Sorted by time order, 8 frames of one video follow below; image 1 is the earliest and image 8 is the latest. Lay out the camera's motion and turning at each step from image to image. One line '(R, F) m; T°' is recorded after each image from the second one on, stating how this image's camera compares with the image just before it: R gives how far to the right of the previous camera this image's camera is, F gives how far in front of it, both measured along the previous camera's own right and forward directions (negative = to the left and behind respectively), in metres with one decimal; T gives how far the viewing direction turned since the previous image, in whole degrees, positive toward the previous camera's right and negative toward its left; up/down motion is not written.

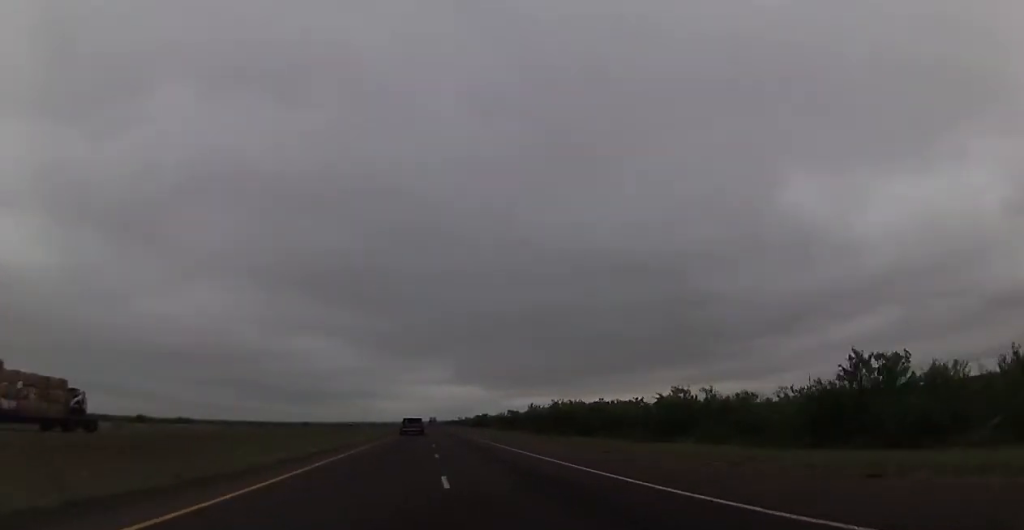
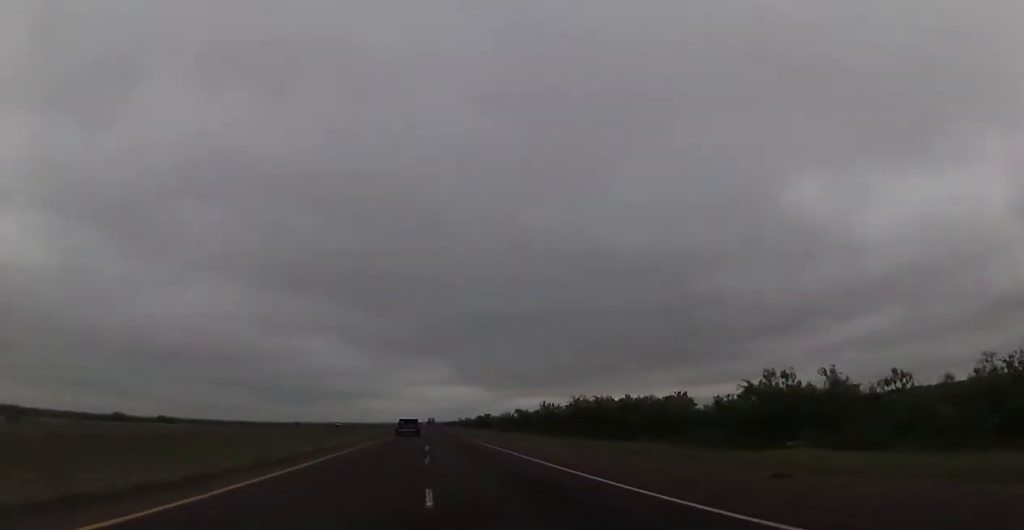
(0.0, +15.2) m; 0°
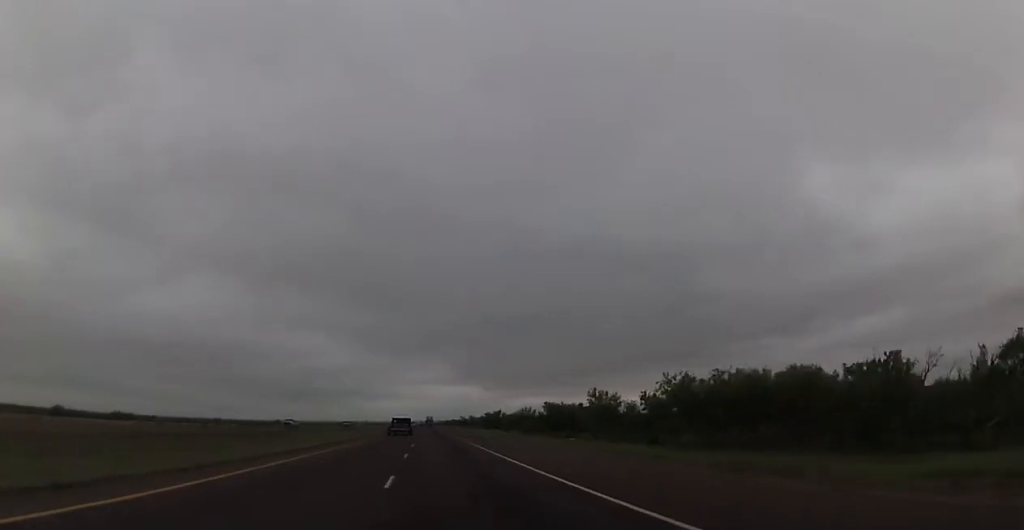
(+0.6, +33.8) m; +1°
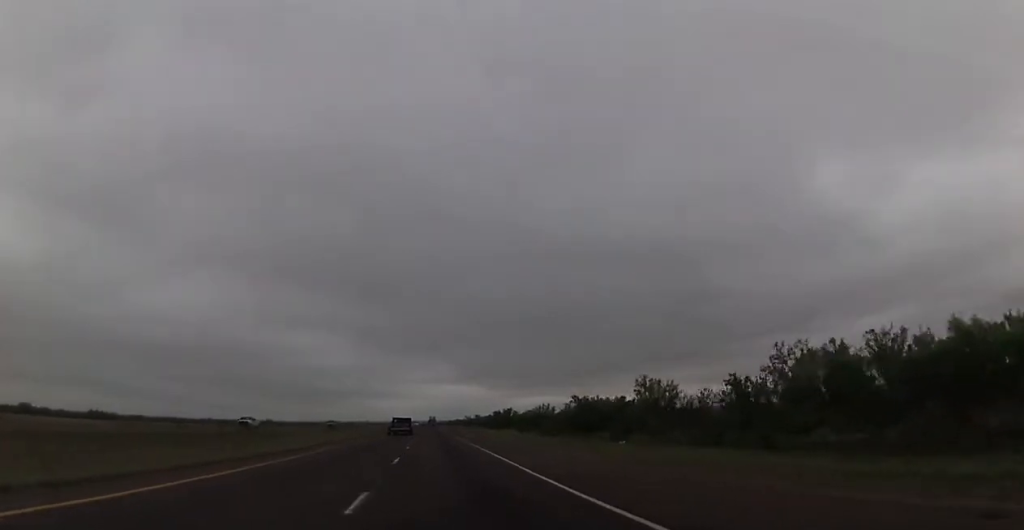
(0.0, +16.3) m; 0°
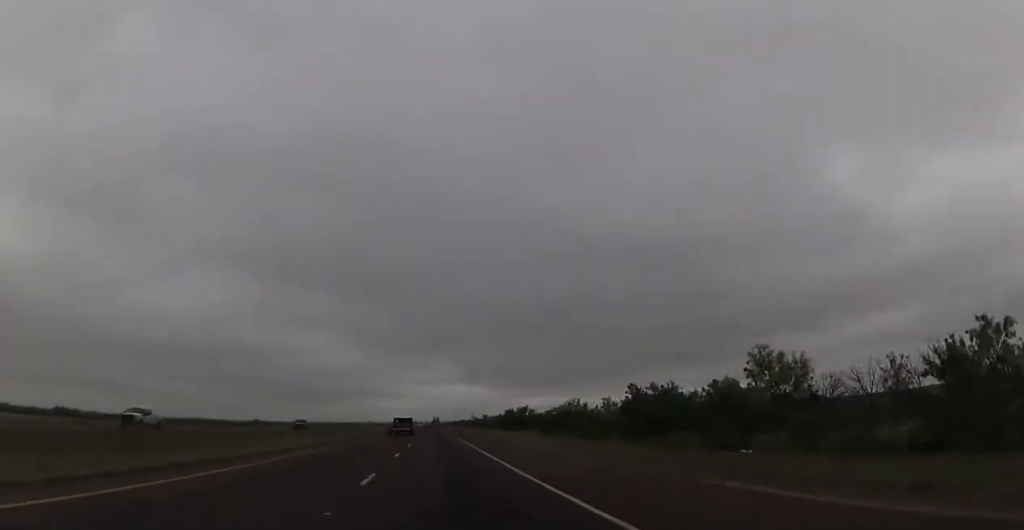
(0.0, +19.8) m; 0°
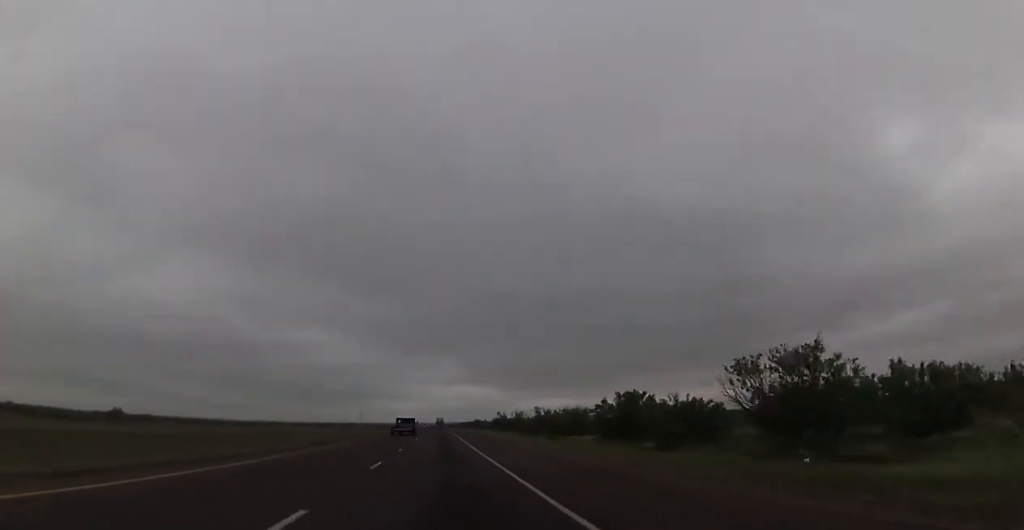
(-1.2, +93.3) m; -1°
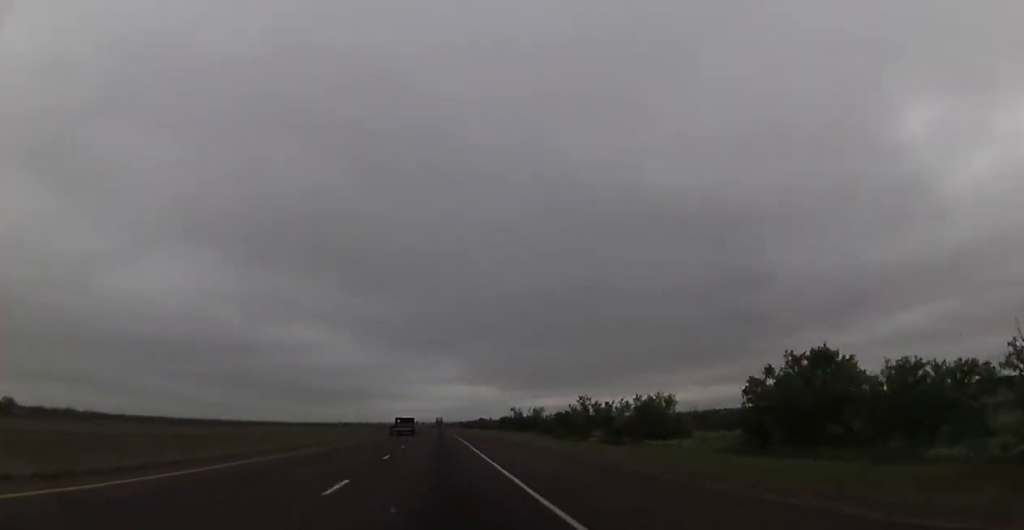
(-0.1, +31.6) m; 0°
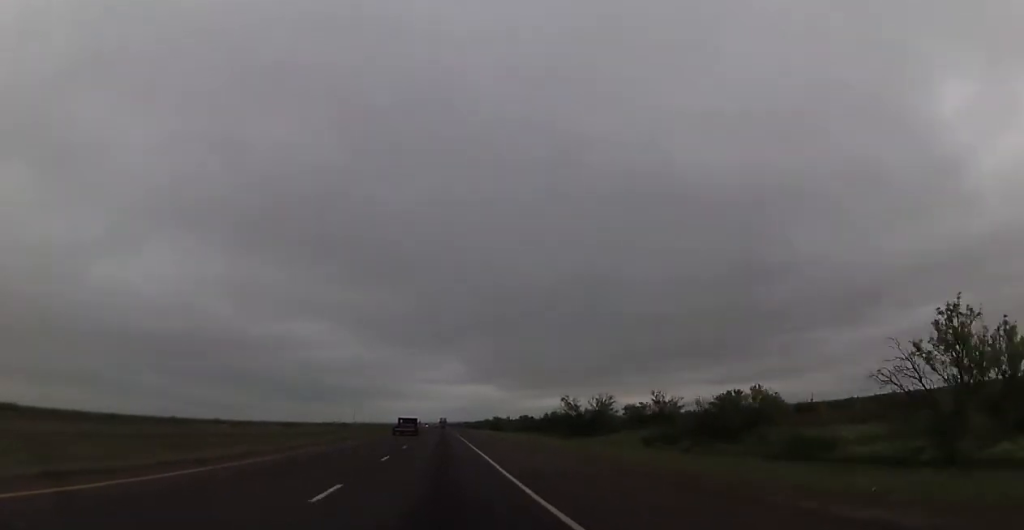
(+0.4, +50.3) m; 0°
